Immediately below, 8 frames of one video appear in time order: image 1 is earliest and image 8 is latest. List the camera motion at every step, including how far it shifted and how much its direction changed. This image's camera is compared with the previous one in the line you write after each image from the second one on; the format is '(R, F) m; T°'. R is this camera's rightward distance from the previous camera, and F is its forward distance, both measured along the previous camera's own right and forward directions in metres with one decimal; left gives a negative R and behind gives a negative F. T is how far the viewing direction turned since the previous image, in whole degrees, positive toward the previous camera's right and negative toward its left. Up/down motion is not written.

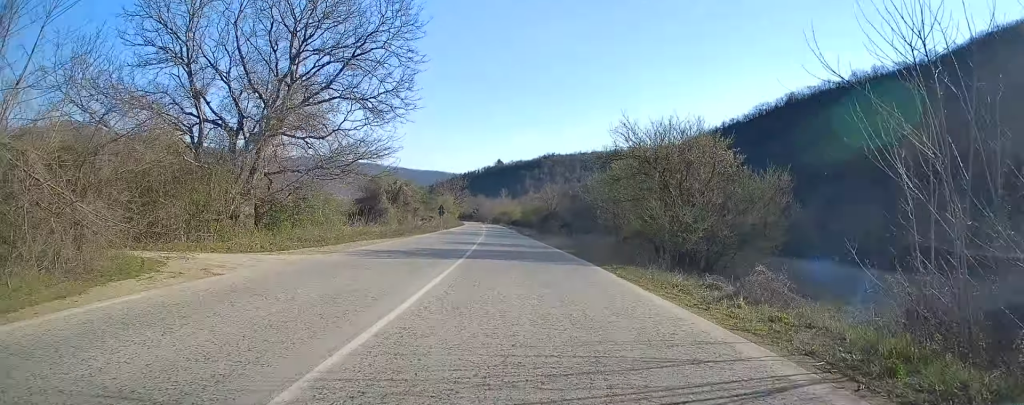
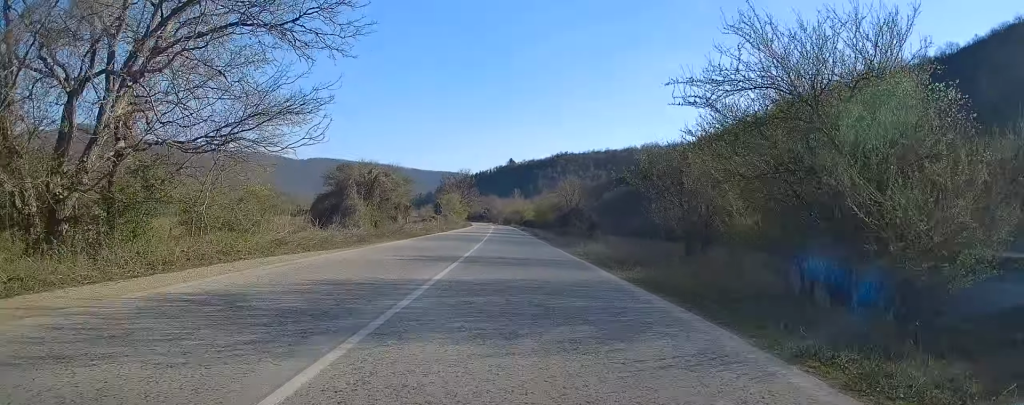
(0.0, +12.9) m; -1°
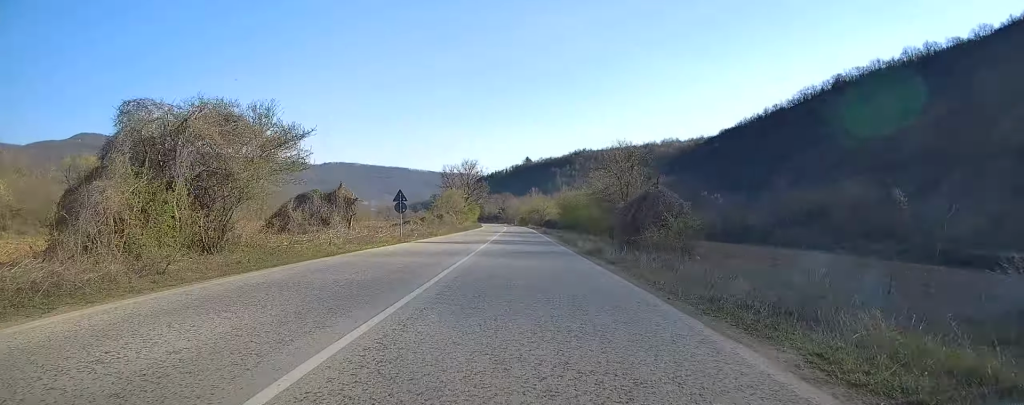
(-0.6, +25.5) m; -2°
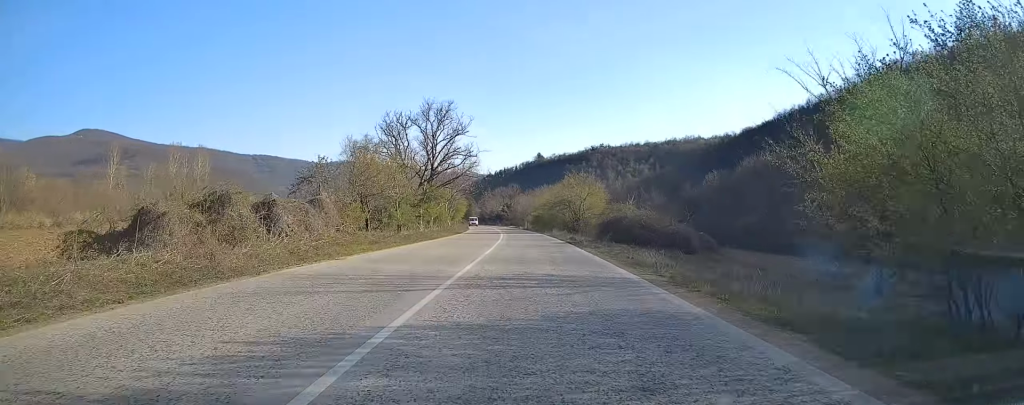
(-1.8, +60.2) m; -2°
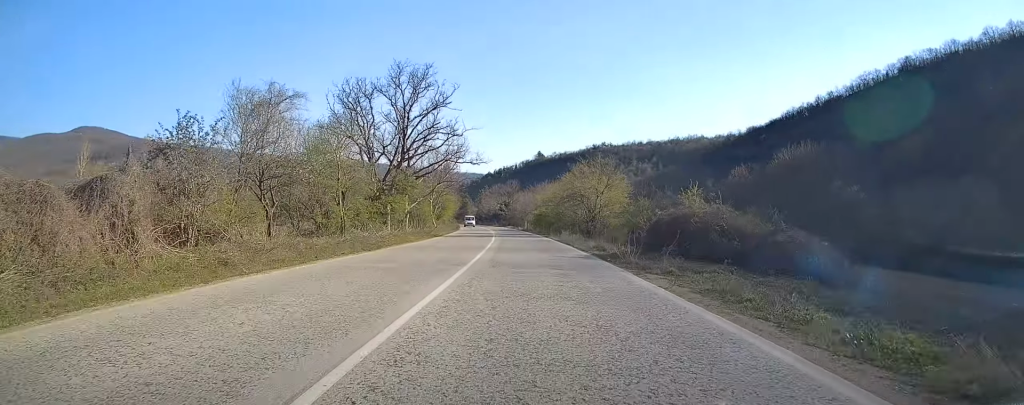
(+0.1, +14.7) m; 0°
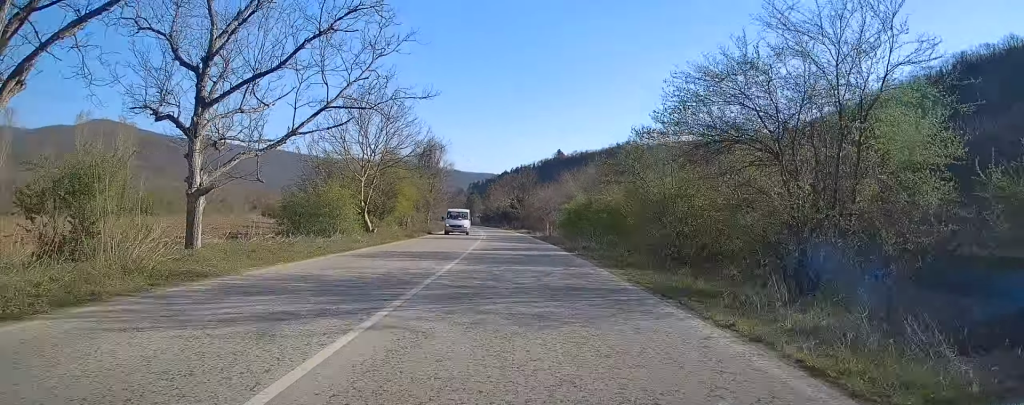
(-0.3, +38.7) m; -1°
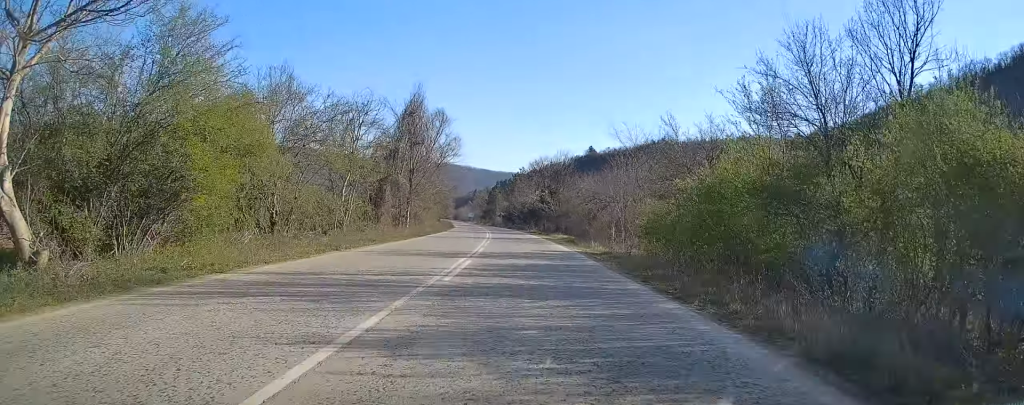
(-0.4, +30.4) m; -2°
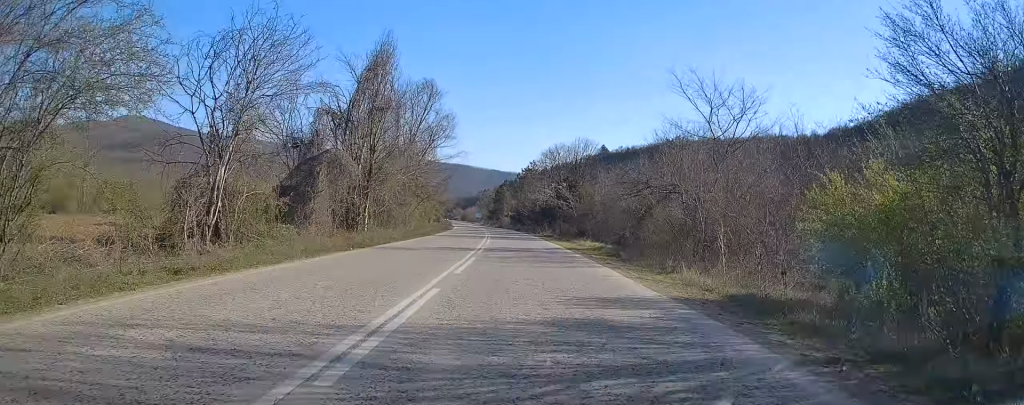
(-0.1, +16.2) m; -1°
